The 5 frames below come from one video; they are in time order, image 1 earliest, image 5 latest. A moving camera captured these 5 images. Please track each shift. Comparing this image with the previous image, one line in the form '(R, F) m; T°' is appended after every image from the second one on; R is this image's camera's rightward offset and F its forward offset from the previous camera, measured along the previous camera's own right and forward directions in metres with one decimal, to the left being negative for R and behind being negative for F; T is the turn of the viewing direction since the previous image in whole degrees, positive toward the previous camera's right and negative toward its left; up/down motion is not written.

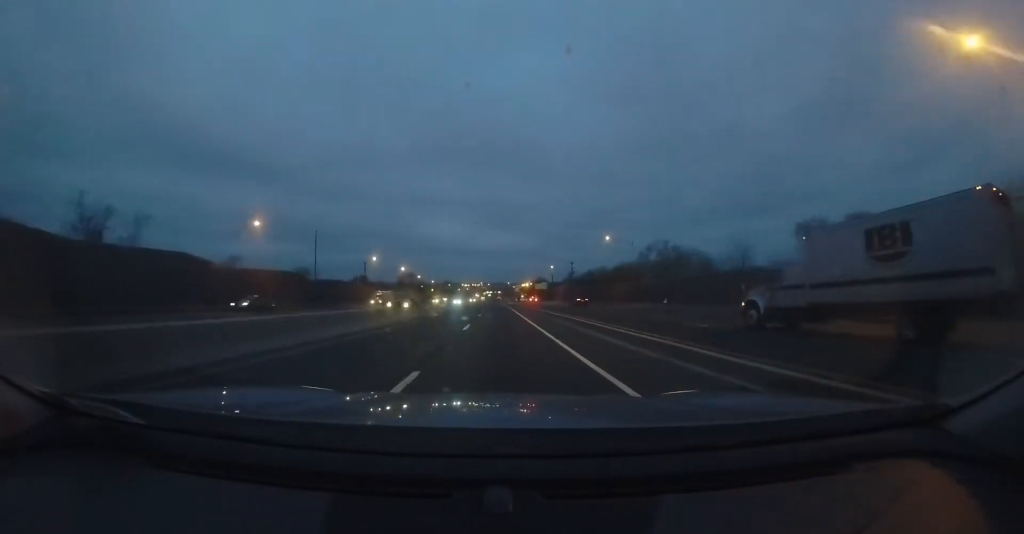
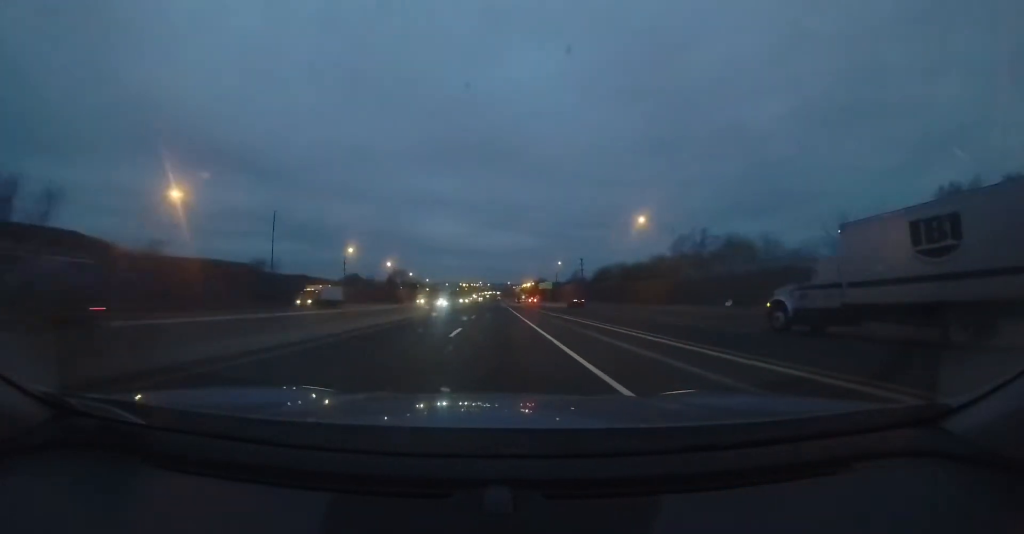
(+0.1, +15.3) m; 0°
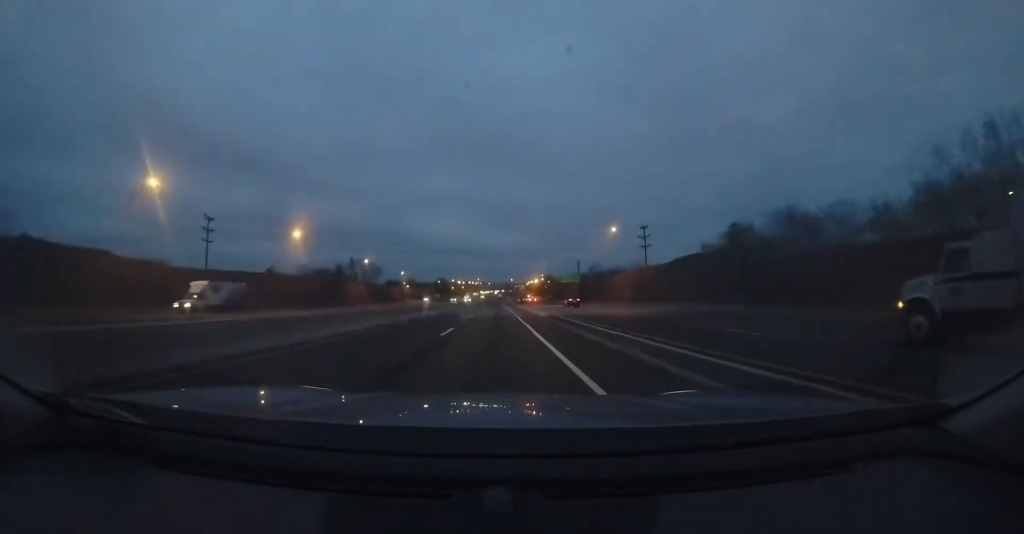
(-0.7, +50.0) m; -1°
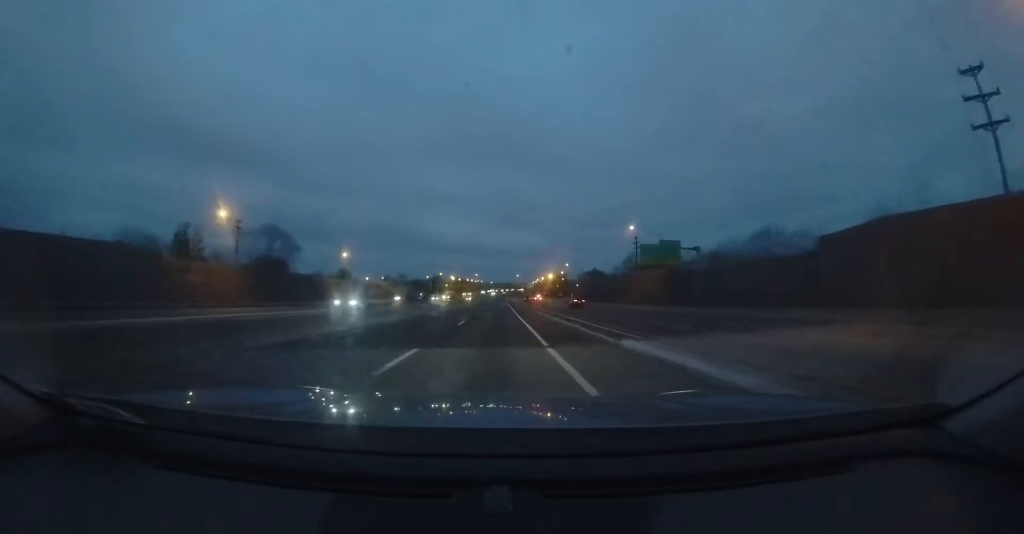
(-0.1, +55.3) m; -1°
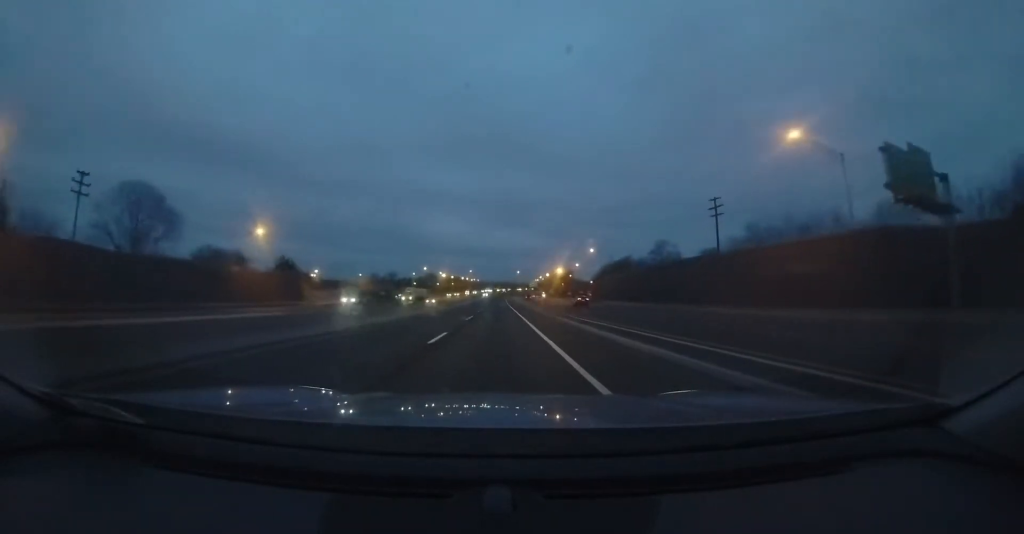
(+0.2, +32.2) m; +1°
